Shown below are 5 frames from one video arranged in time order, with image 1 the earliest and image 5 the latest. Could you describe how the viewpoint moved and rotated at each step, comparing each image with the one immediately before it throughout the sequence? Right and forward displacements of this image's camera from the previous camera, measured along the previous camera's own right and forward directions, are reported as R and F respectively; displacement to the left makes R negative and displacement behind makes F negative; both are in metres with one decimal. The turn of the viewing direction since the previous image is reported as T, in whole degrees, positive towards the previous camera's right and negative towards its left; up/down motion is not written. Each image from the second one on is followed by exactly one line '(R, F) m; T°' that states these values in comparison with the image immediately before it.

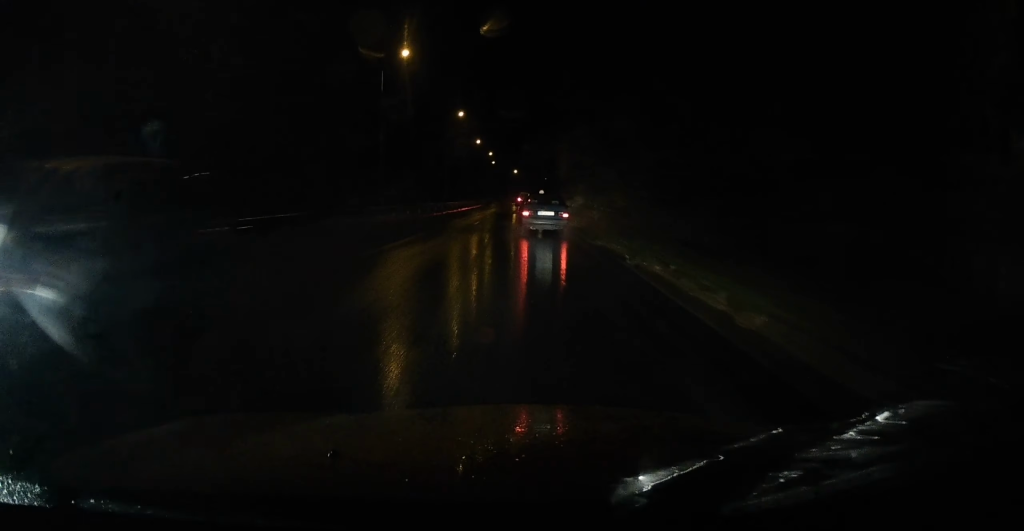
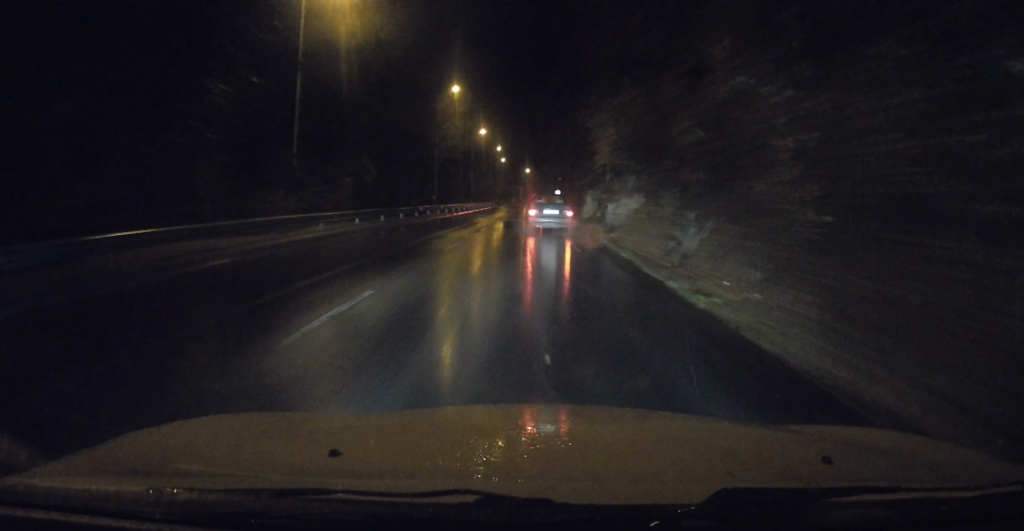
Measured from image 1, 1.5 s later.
(-0.1, +13.8) m; -2°
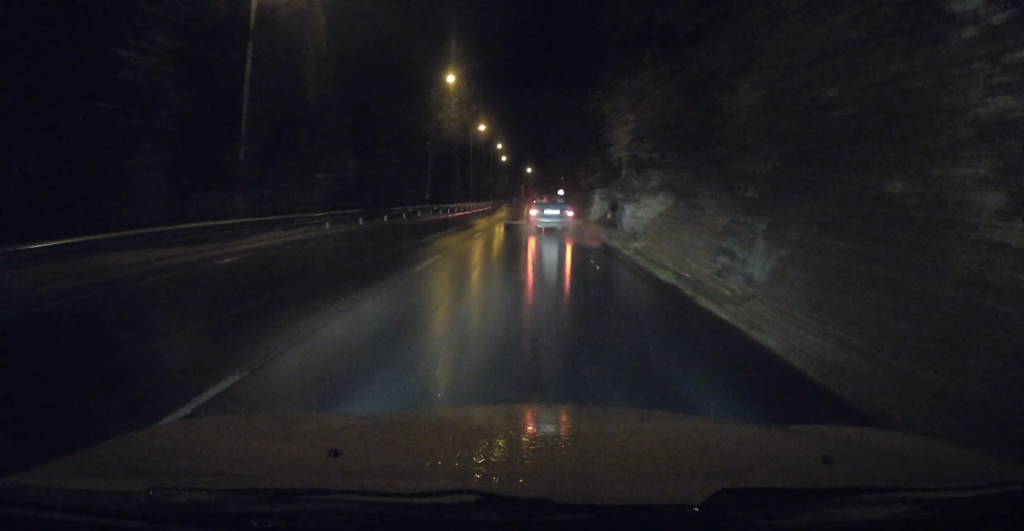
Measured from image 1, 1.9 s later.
(-0.1, +3.8) m; -1°
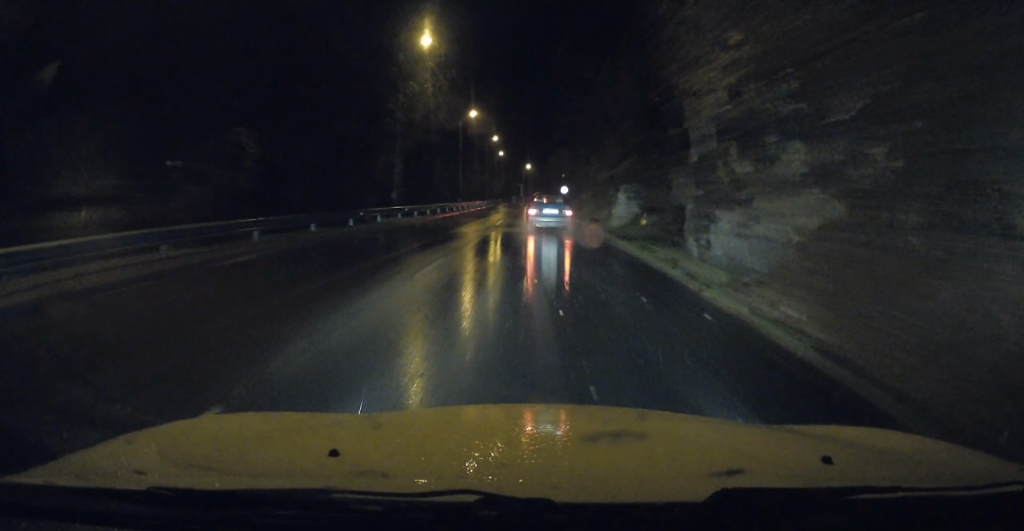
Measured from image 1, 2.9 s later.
(-0.1, +9.6) m; 0°
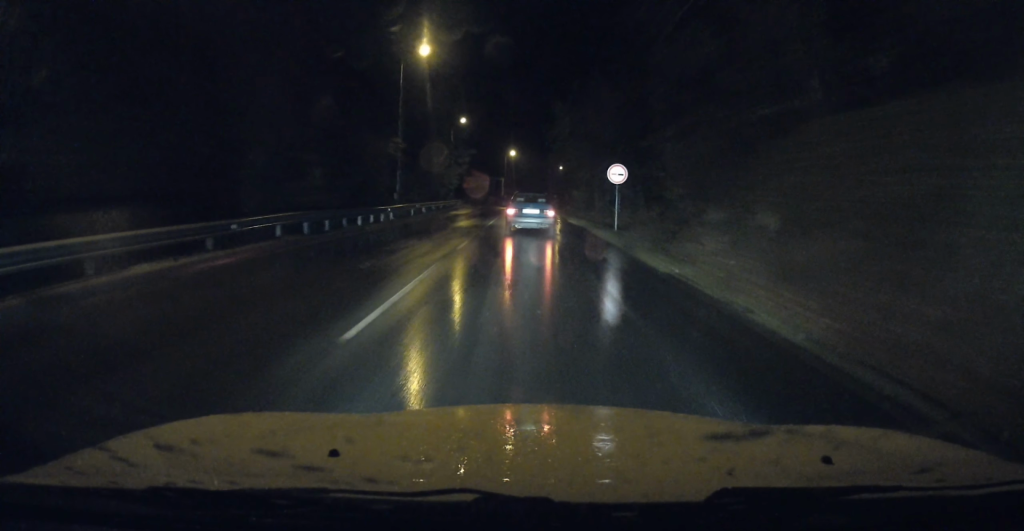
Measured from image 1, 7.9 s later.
(+0.7, +49.2) m; 0°
